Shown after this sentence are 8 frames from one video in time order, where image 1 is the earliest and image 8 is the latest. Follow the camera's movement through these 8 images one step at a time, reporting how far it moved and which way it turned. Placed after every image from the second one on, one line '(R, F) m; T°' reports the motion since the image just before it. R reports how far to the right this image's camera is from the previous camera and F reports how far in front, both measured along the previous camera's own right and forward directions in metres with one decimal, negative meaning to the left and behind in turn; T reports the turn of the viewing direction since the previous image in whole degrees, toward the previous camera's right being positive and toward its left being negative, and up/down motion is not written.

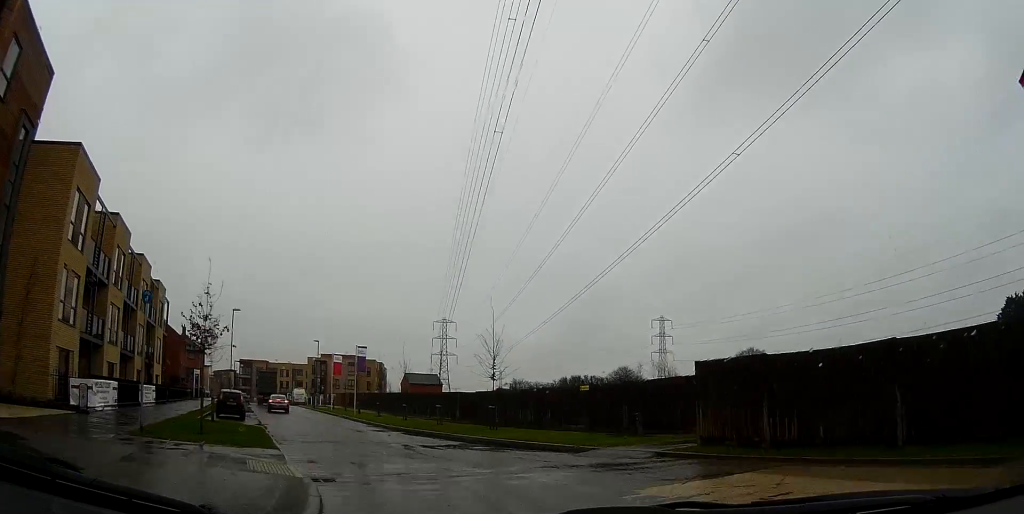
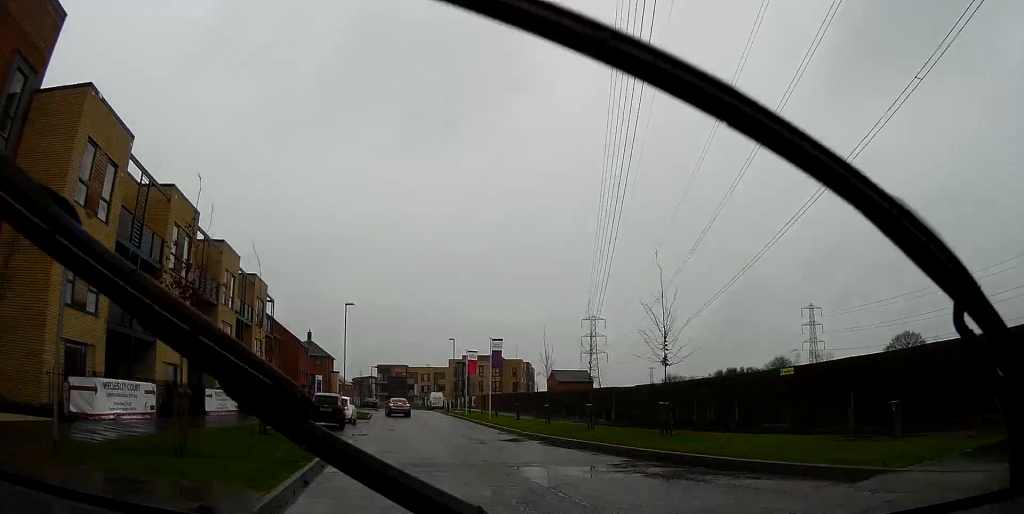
(-0.2, +7.1) m; -5°
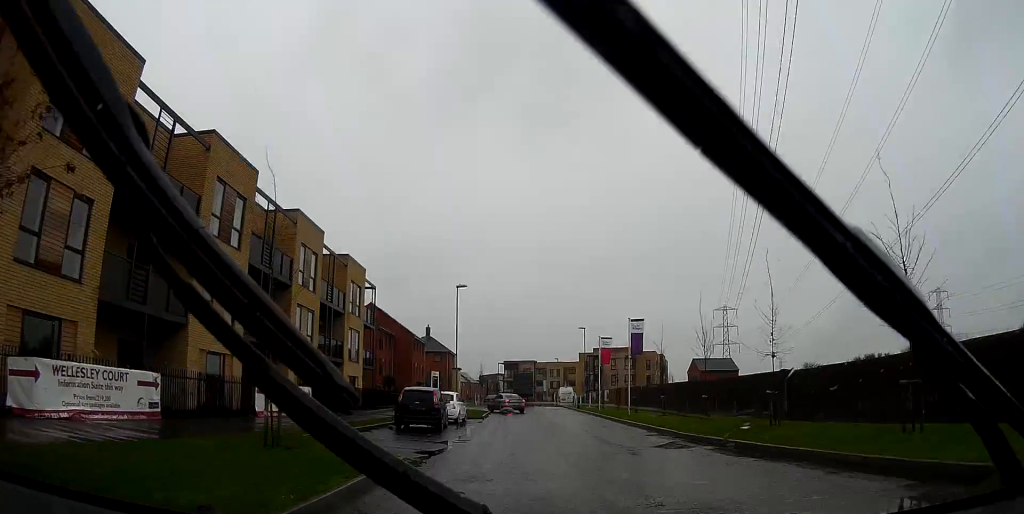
(-0.1, +6.1) m; -9°
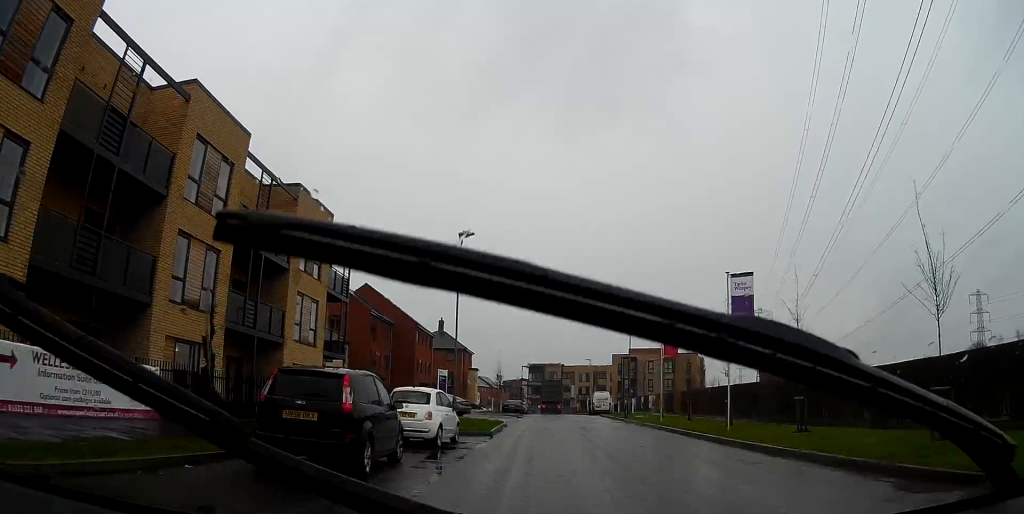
(-2.2, +11.6) m; -17°
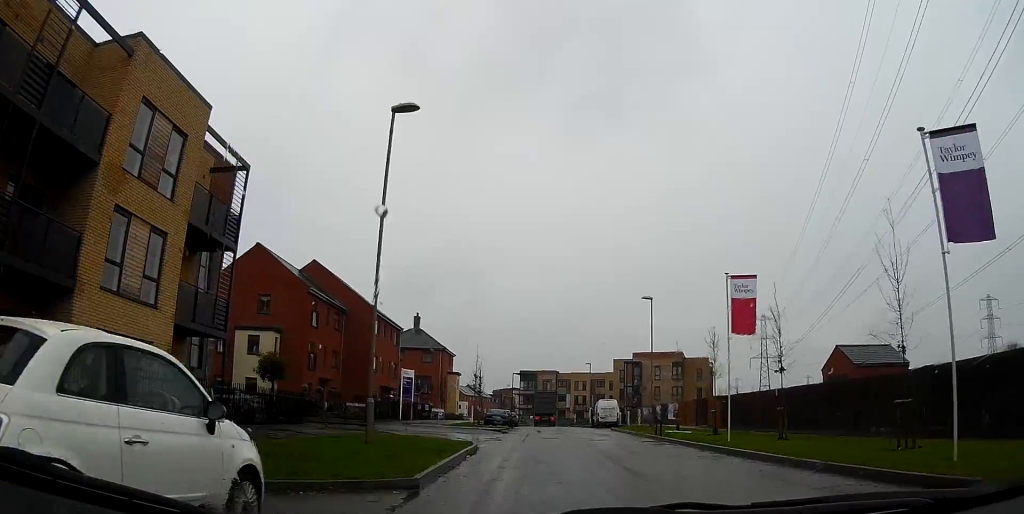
(-1.0, +11.4) m; -8°
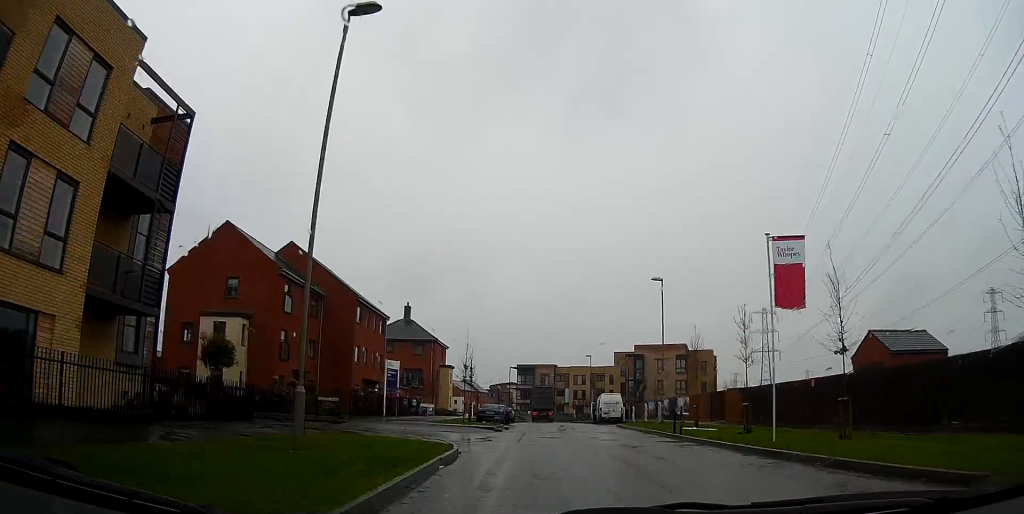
(-0.1, +3.8) m; -2°
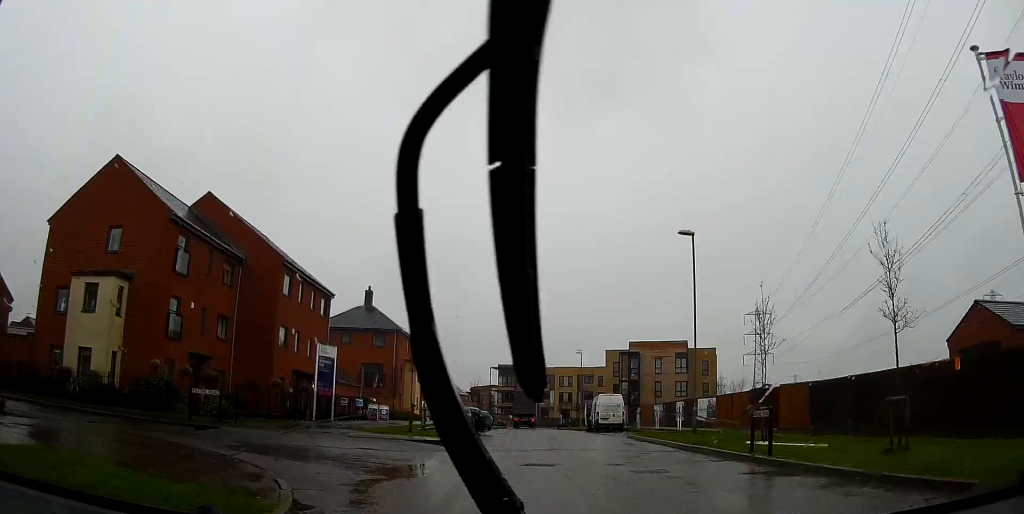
(-0.1, +9.5) m; 0°
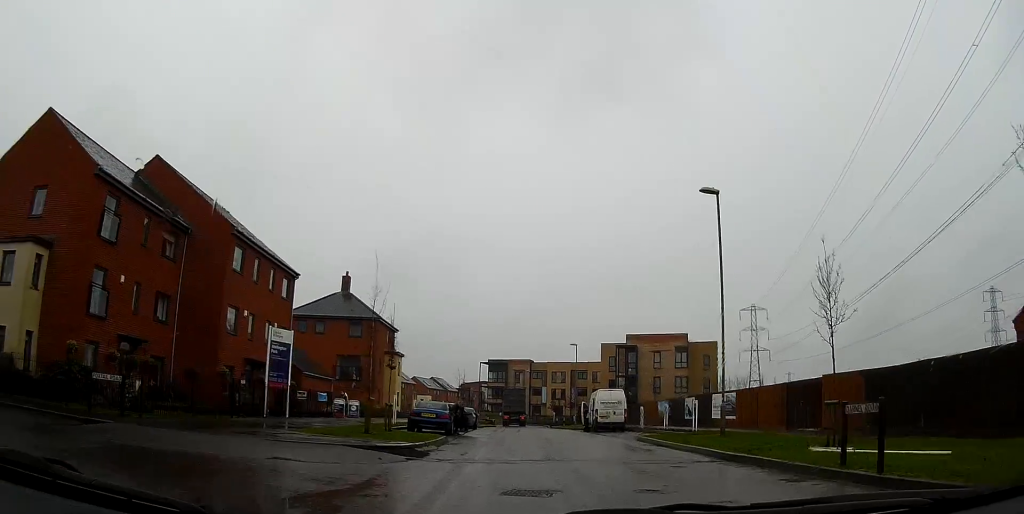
(0.0, +4.6) m; 0°
